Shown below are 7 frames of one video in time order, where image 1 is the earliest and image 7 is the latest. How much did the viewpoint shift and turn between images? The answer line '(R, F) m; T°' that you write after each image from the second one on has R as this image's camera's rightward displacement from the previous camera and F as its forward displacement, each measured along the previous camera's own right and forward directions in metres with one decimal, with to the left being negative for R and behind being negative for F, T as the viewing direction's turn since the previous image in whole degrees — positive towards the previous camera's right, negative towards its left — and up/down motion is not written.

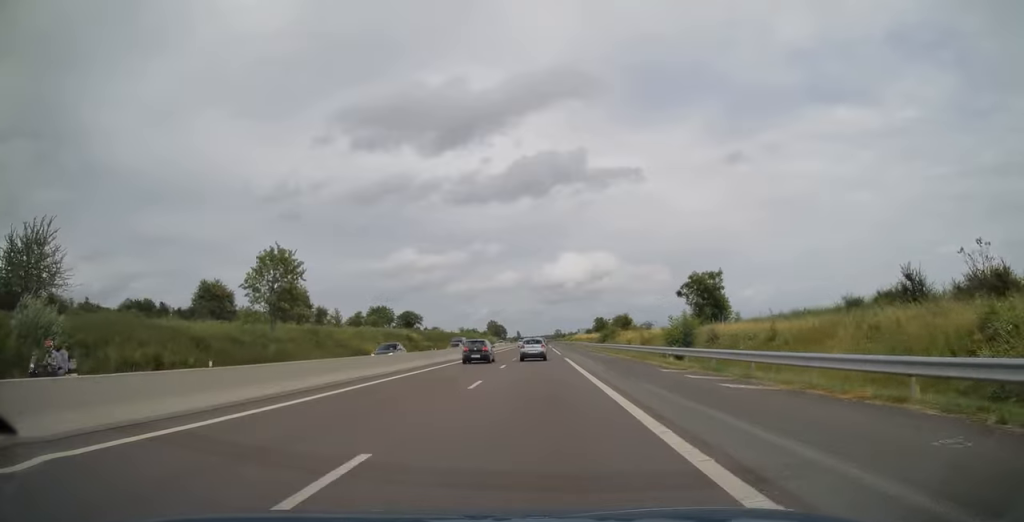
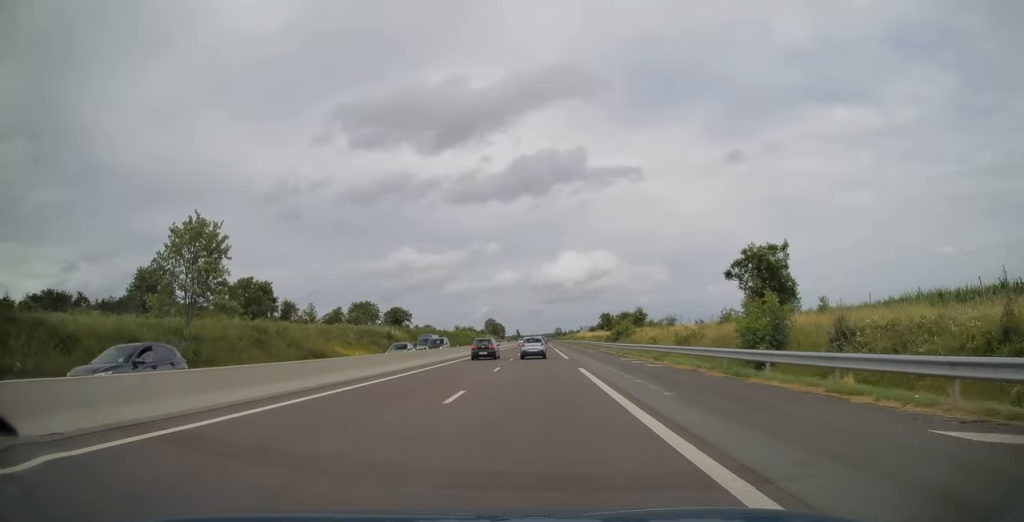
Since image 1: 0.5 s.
(+0.2, +17.2) m; 0°
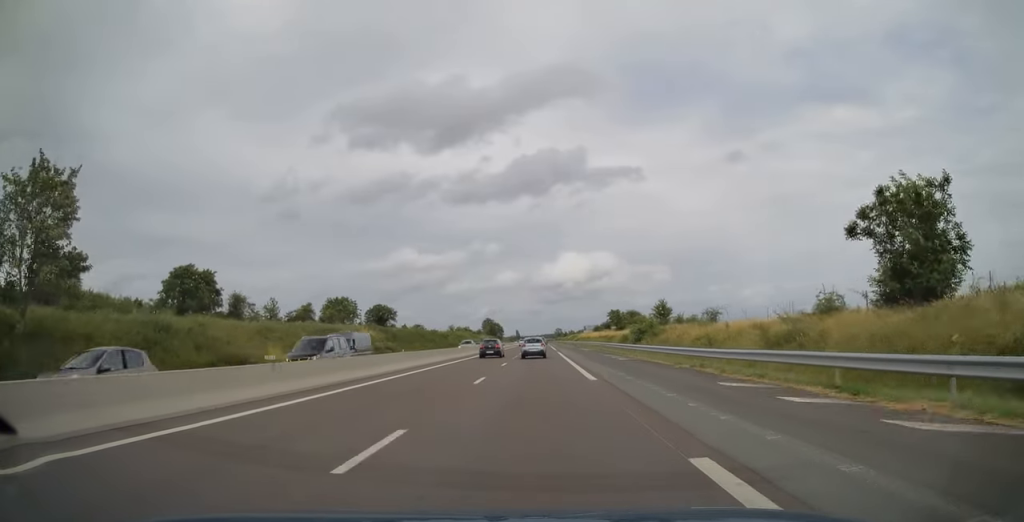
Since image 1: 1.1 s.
(-0.3, +19.8) m; 0°
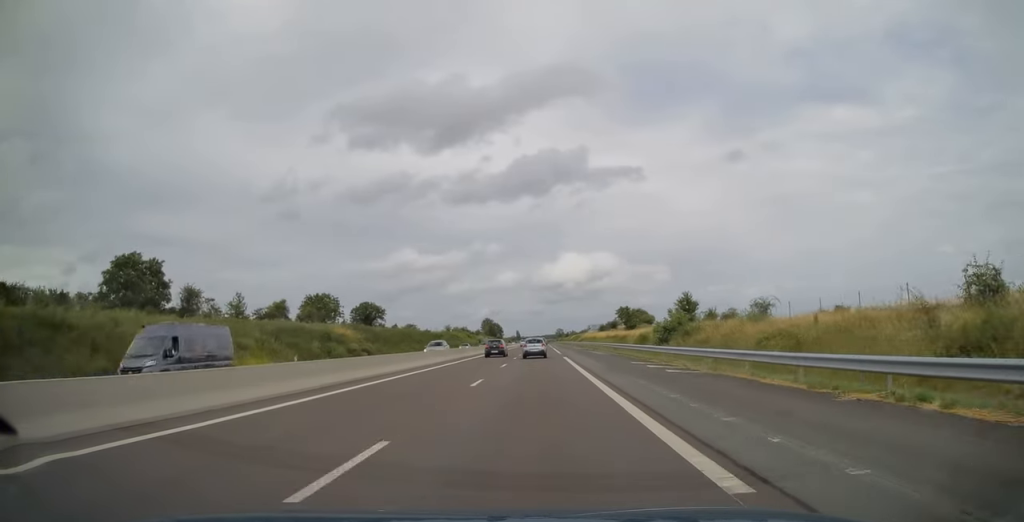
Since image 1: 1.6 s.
(-0.1, +14.0) m; 0°
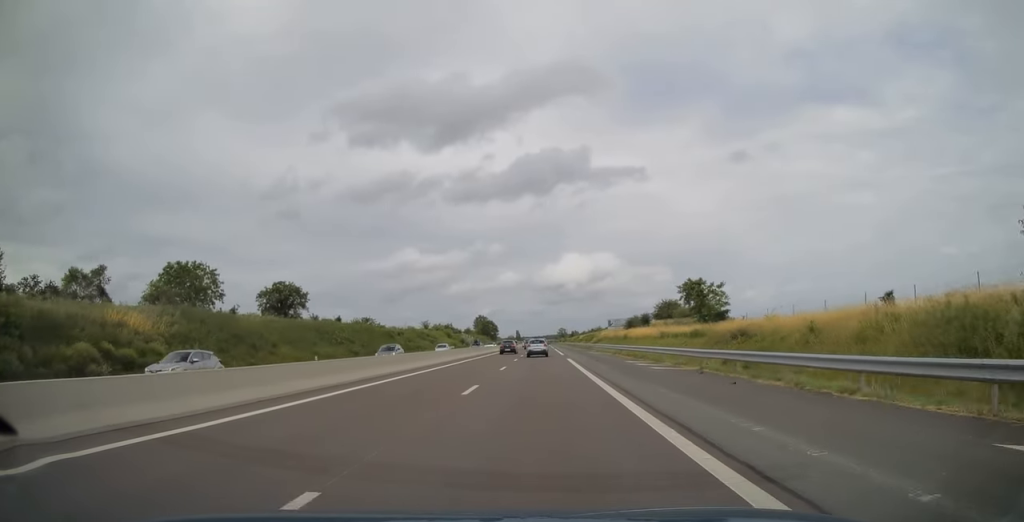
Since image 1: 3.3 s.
(+0.1, +54.7) m; -1°
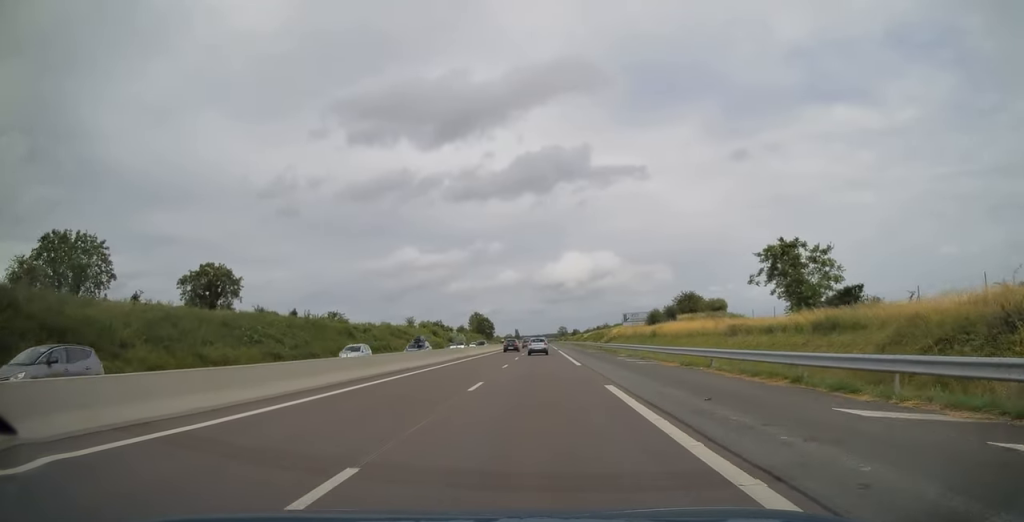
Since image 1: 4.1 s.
(-0.1, +25.3) m; 0°
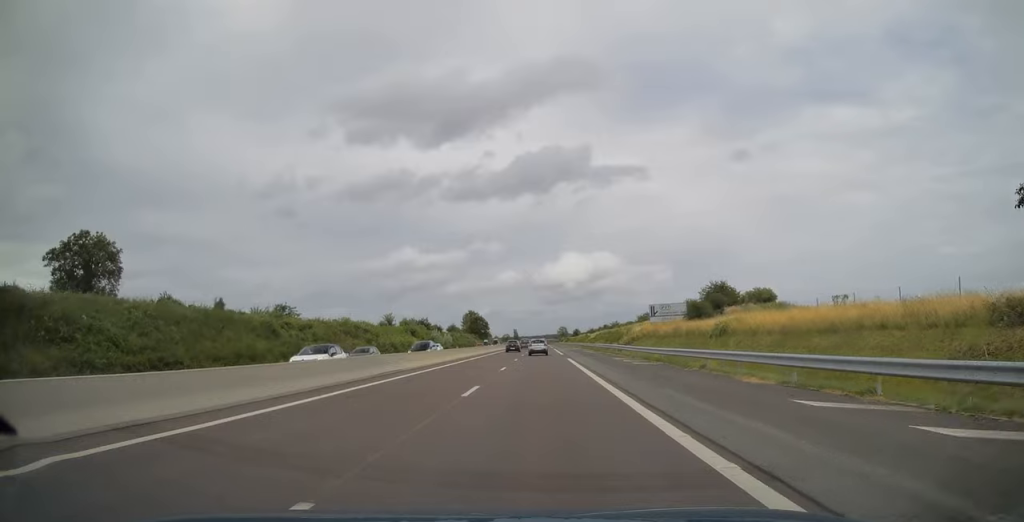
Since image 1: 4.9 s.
(0.0, +27.5) m; 0°
